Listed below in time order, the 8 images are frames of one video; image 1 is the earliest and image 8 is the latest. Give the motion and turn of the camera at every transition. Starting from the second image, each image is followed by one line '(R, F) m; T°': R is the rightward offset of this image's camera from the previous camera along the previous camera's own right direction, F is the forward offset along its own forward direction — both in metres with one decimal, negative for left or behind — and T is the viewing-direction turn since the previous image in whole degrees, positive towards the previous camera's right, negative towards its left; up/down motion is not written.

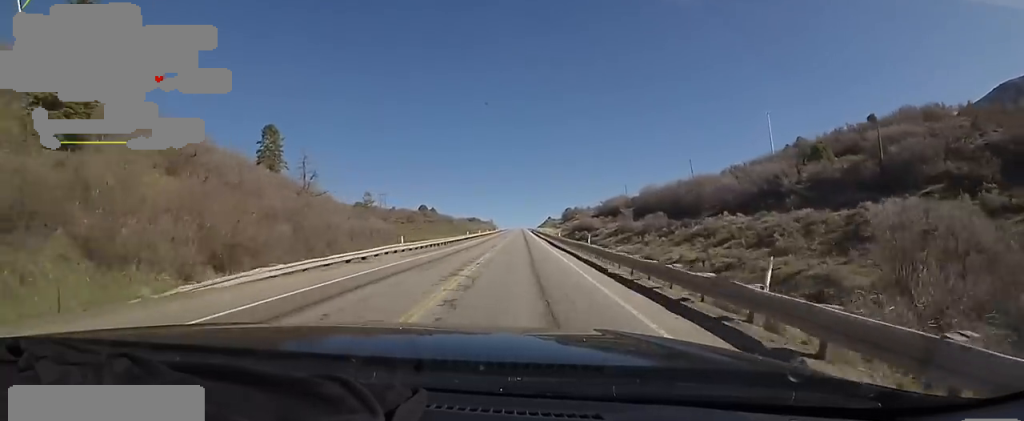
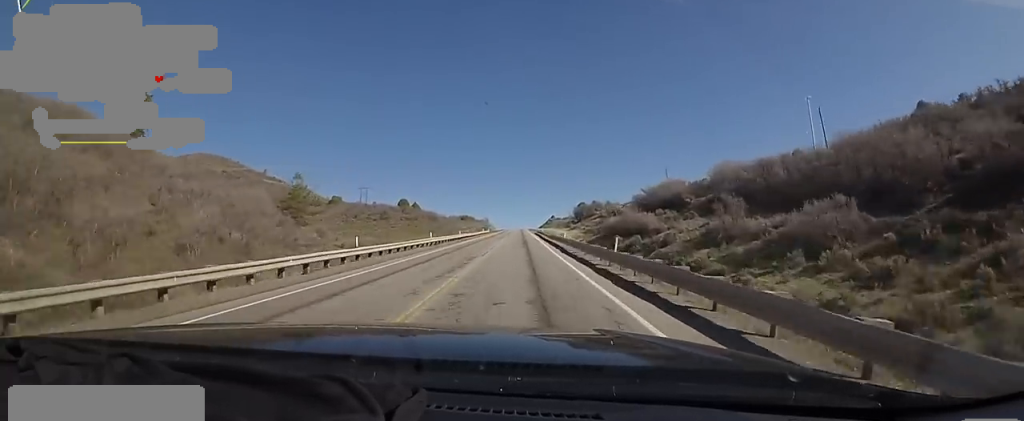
(-0.8, +46.4) m; 0°
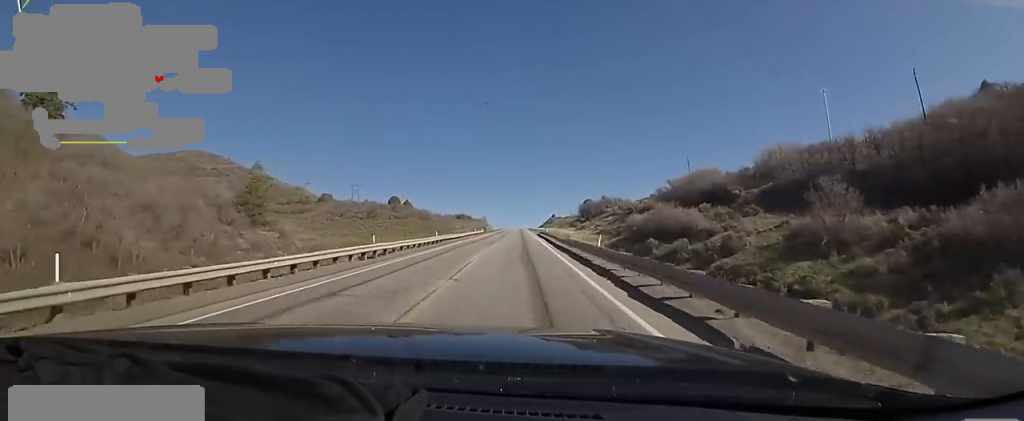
(+0.5, +16.0) m; 0°
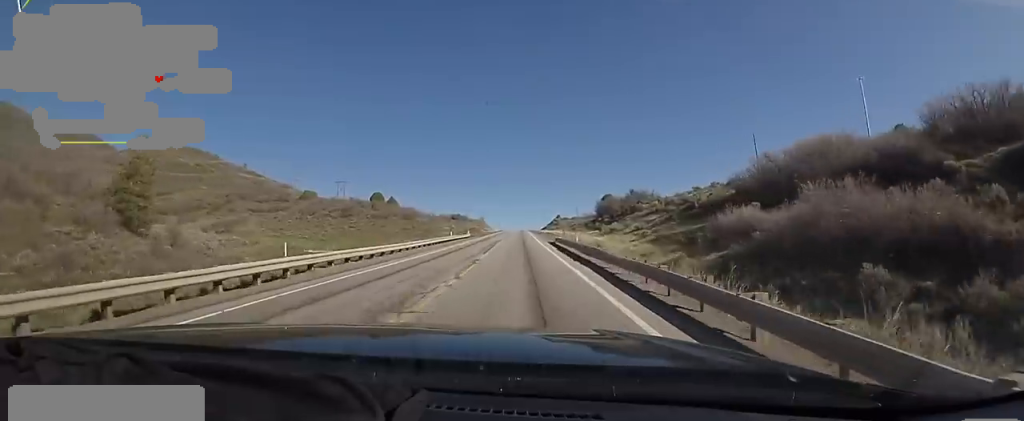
(-0.4, +28.7) m; -2°
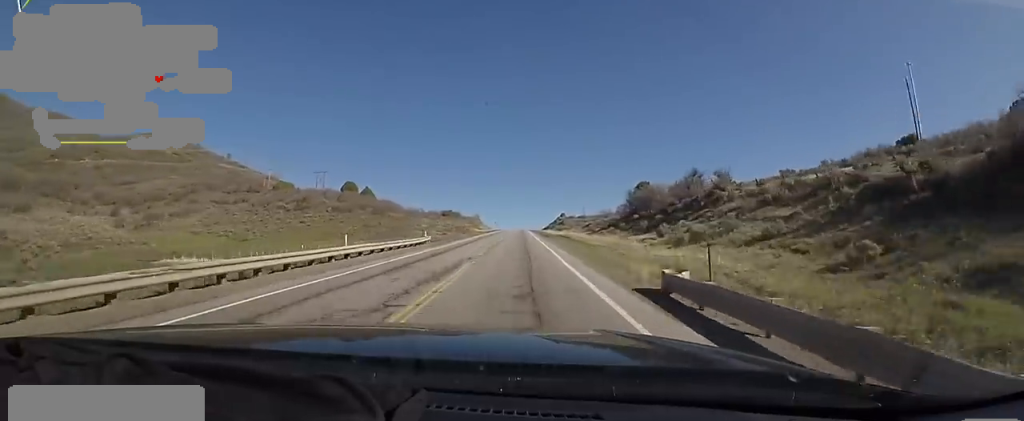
(-0.4, +31.9) m; +1°
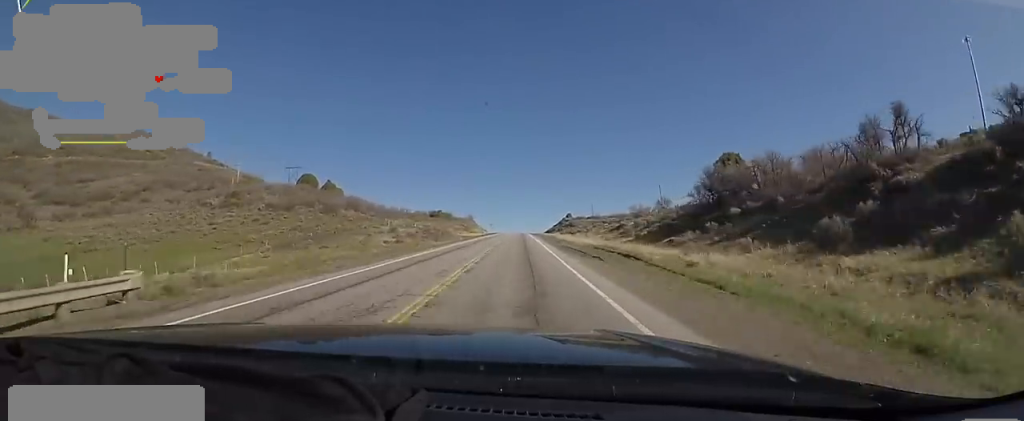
(+1.1, +33.1) m; +2°
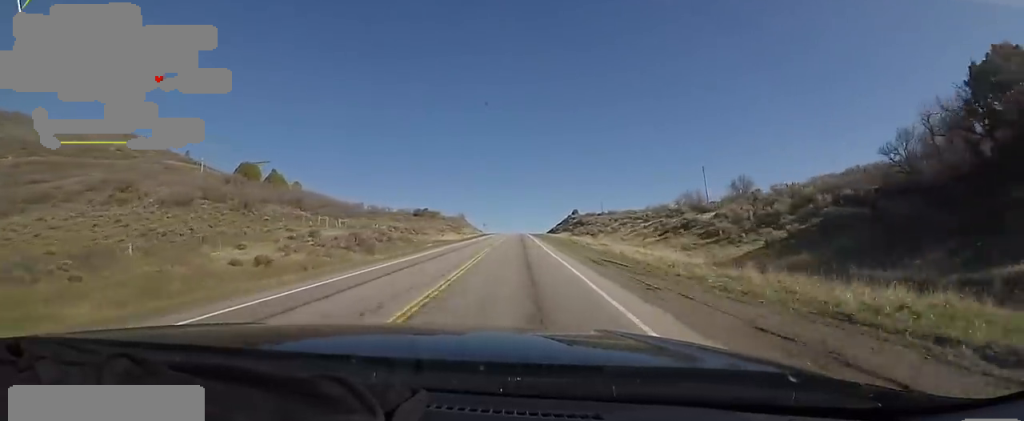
(-0.1, +31.1) m; -2°
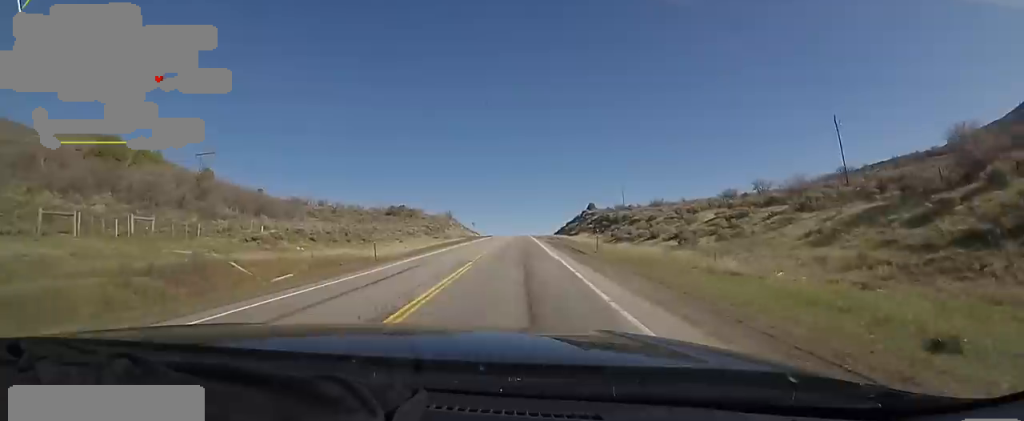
(-1.0, +39.9) m; 0°
